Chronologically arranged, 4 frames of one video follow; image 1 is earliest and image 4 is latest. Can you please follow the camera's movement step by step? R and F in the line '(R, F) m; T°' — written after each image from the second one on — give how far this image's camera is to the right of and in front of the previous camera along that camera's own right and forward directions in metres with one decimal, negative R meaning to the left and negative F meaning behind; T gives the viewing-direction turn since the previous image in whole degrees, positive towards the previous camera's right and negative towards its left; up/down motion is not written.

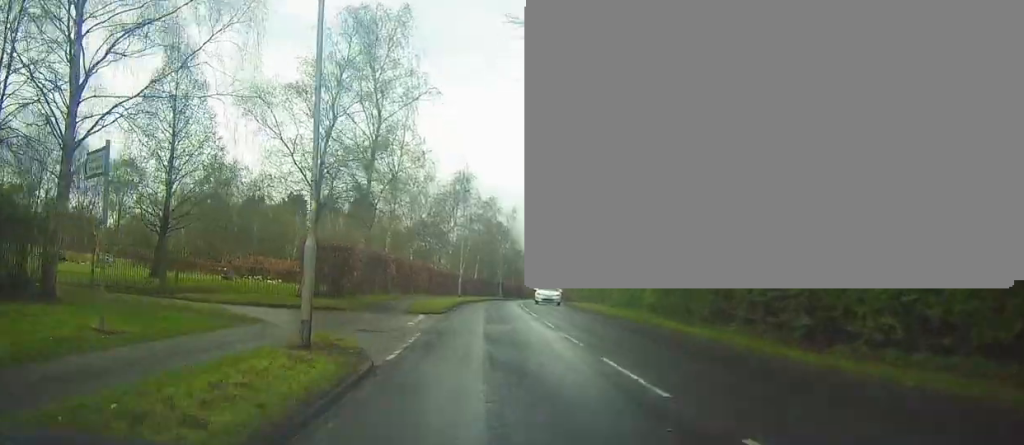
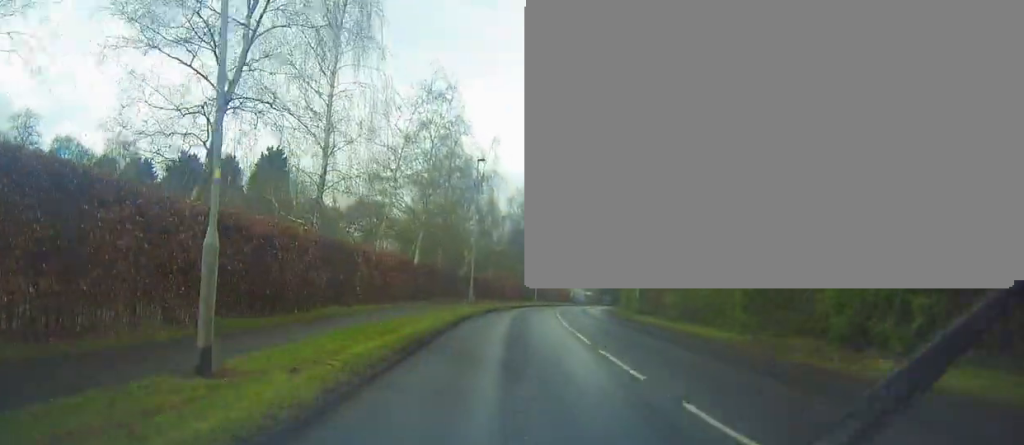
(-0.4, +44.7) m; +2°
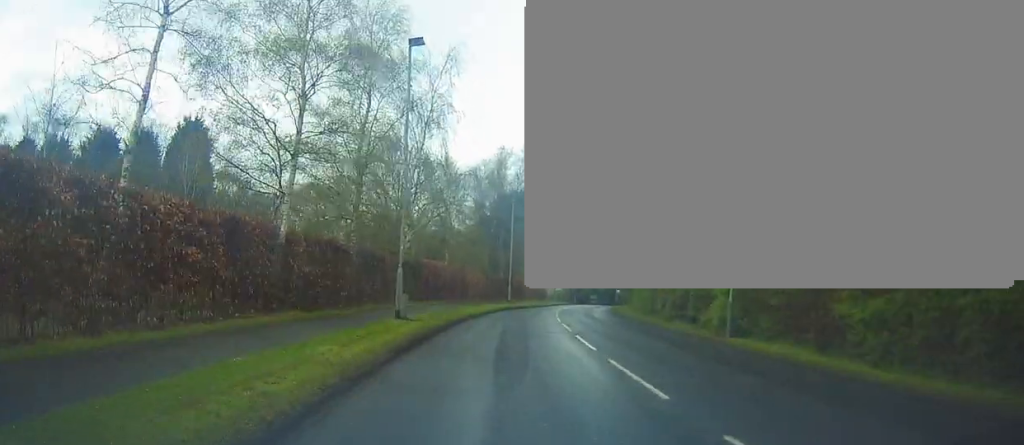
(+0.6, +18.6) m; +3°
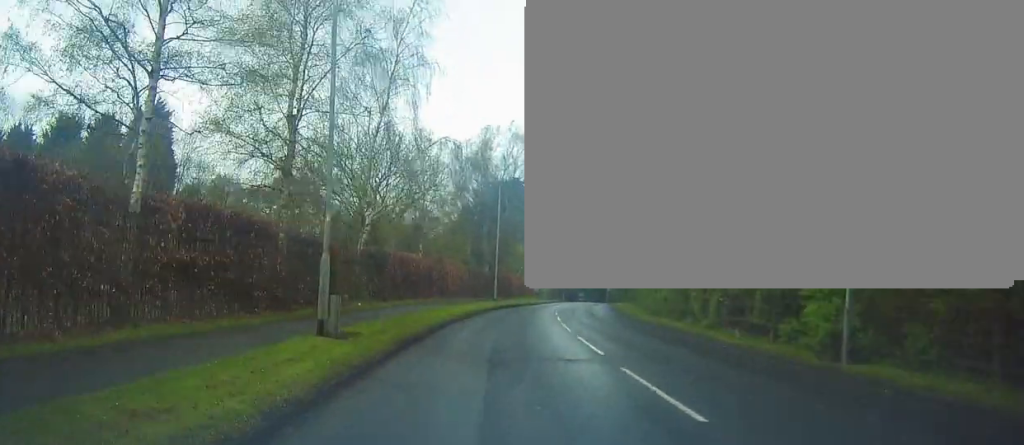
(-0.1, +7.2) m; +1°
